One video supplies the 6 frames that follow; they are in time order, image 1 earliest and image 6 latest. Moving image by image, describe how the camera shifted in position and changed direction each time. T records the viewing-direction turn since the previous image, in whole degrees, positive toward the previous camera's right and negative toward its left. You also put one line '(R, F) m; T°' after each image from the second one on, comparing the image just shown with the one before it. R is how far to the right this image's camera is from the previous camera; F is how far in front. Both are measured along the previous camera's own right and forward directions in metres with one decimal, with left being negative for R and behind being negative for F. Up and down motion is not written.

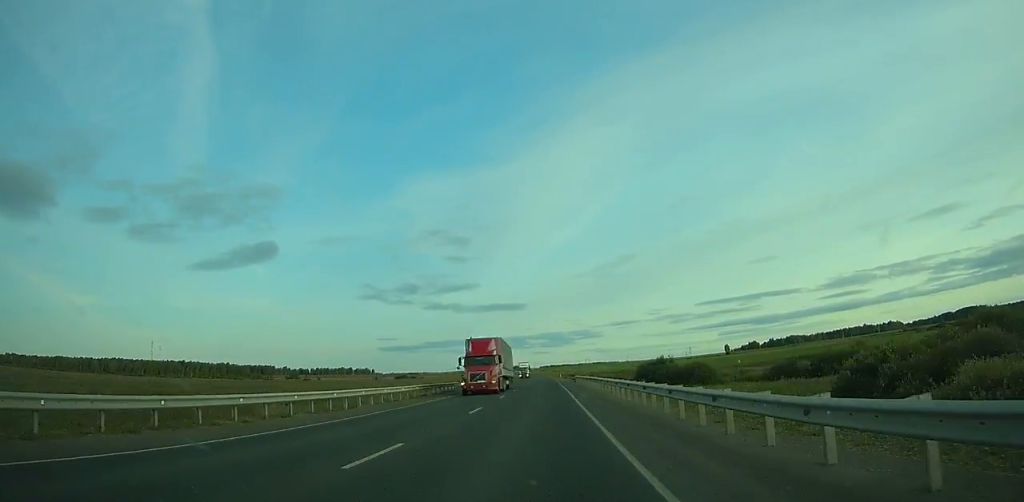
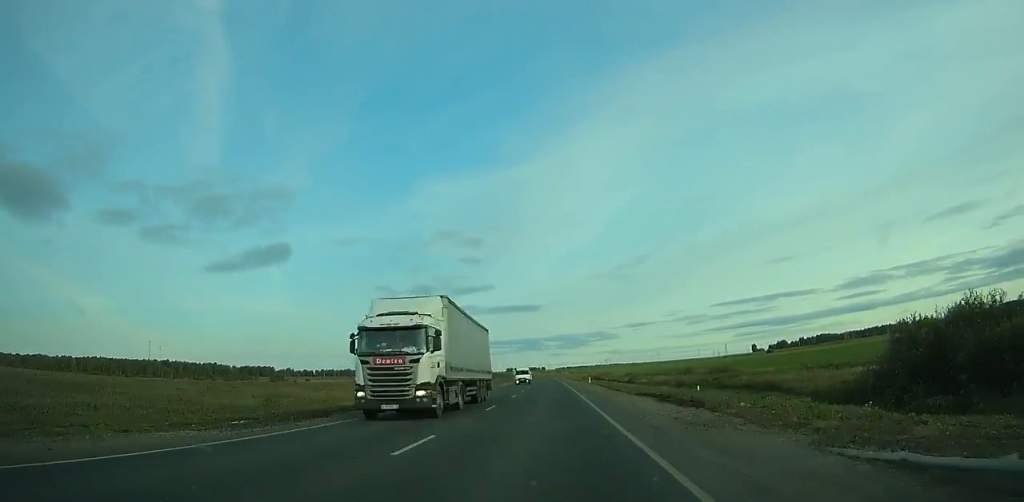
(-0.6, +69.9) m; -1°
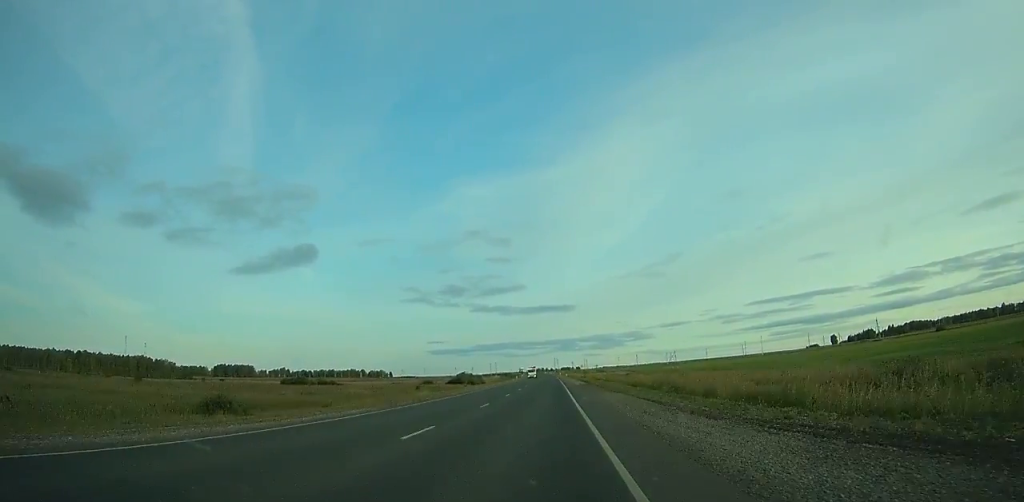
(-5.3, +201.3) m; -3°
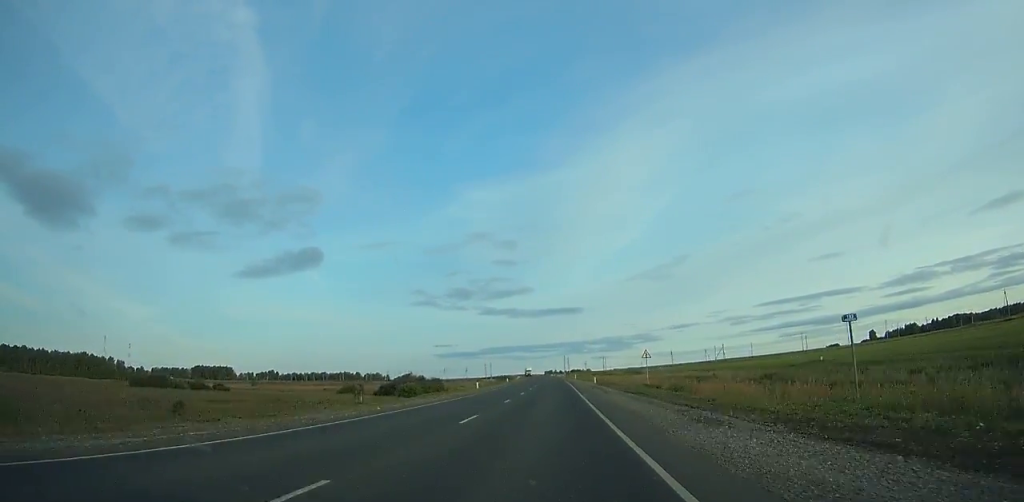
(-1.4, +92.4) m; -1°
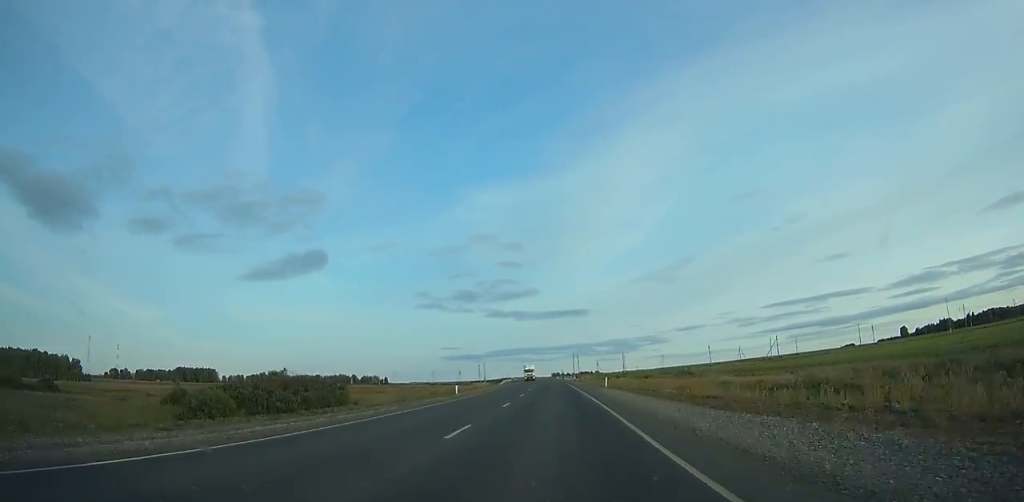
(-0.4, +63.5) m; -1°
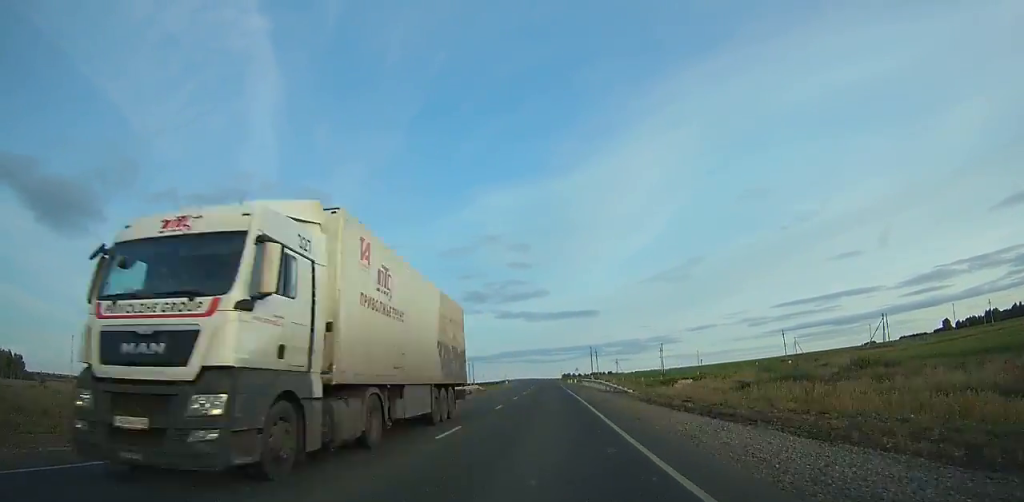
(-0.4, +71.3) m; -1°
